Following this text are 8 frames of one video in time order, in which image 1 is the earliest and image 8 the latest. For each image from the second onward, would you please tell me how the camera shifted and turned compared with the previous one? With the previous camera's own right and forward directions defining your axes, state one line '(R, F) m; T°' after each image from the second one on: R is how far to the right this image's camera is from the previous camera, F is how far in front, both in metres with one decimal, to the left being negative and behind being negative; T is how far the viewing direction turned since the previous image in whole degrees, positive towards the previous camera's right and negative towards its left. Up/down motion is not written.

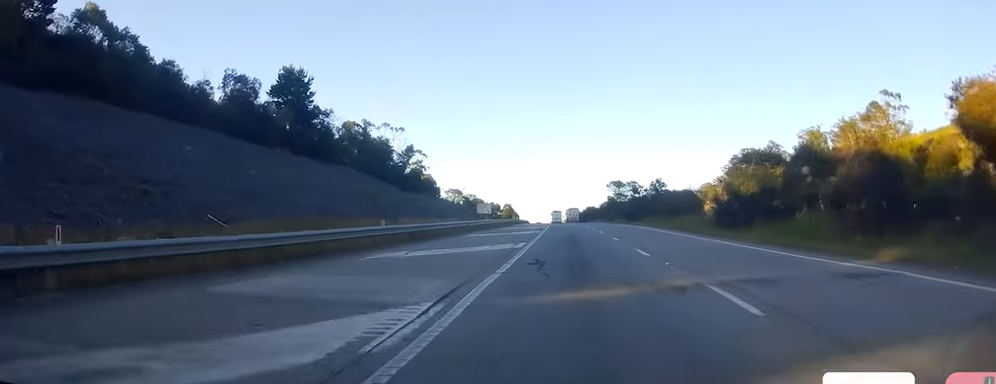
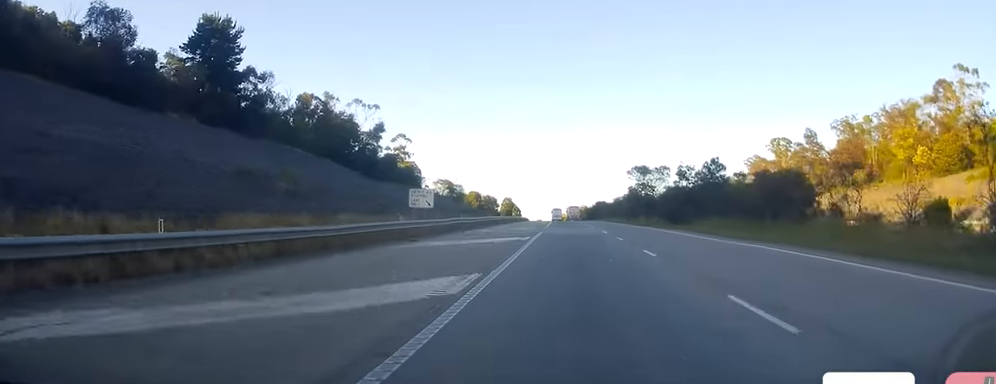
(-0.4, +37.0) m; -1°
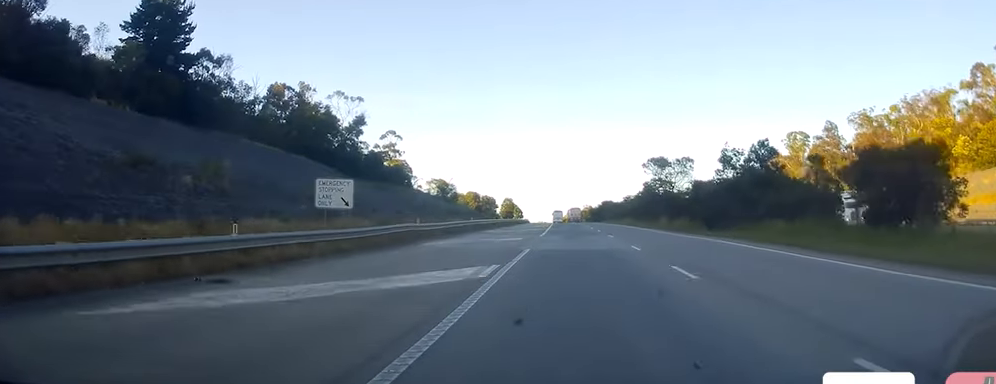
(-0.1, +16.9) m; 0°
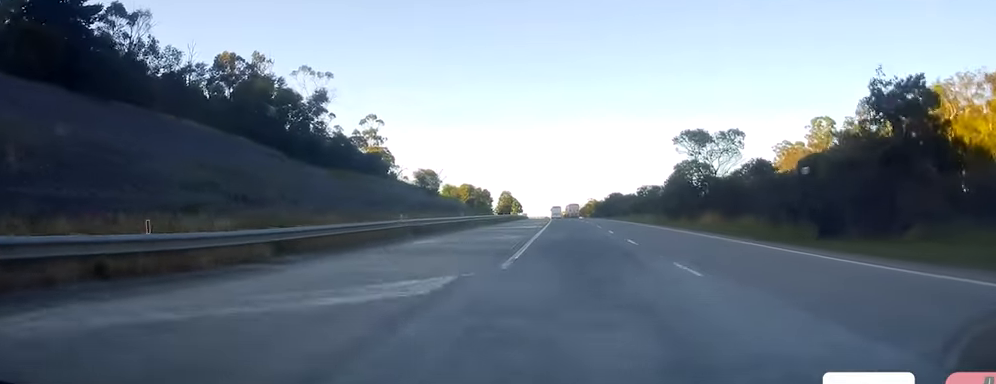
(+0.1, +23.7) m; 0°
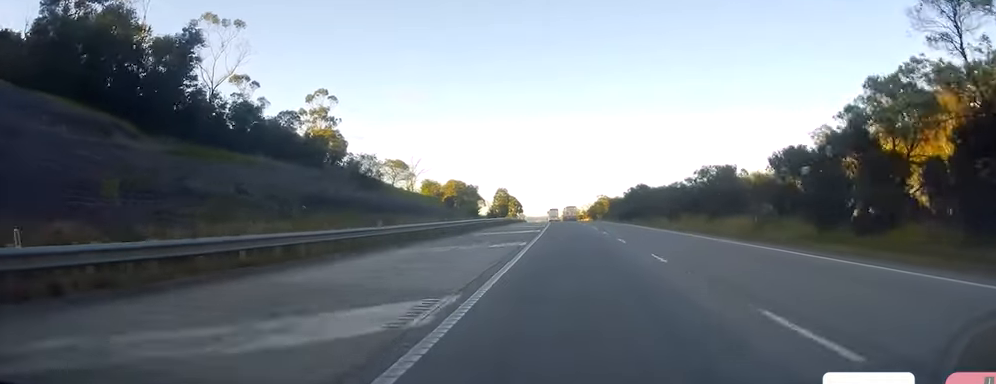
(-0.2, +43.3) m; 0°
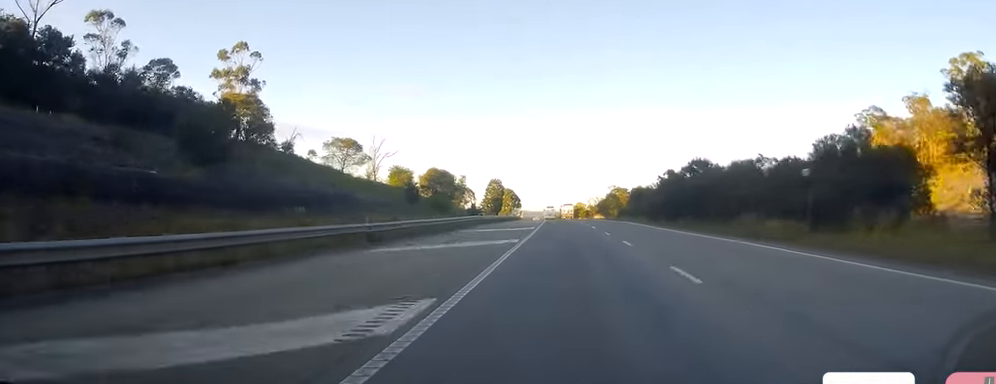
(+0.1, +41.5) m; 0°
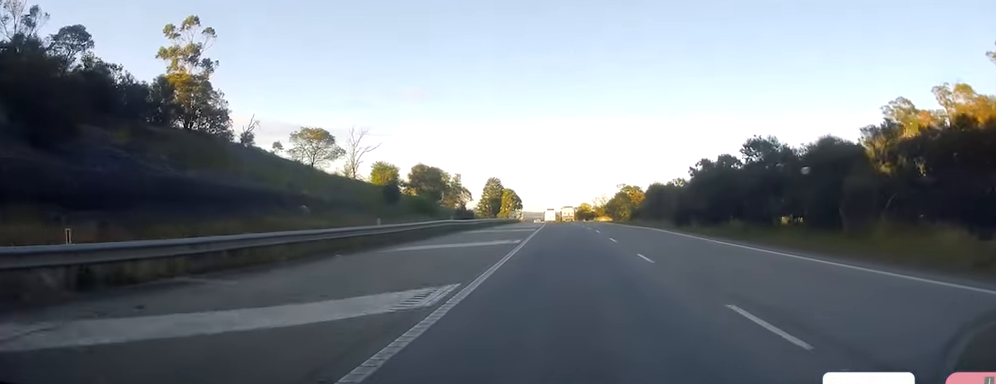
(0.0, +17.8) m; 0°
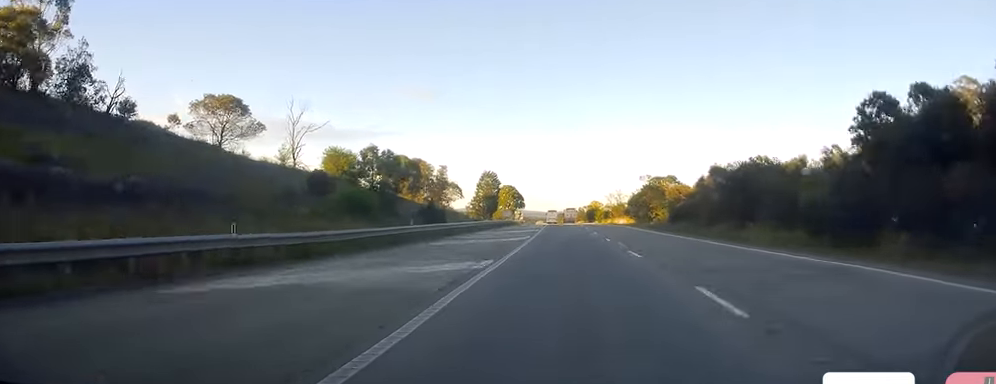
(0.0, +34.2) m; -1°
